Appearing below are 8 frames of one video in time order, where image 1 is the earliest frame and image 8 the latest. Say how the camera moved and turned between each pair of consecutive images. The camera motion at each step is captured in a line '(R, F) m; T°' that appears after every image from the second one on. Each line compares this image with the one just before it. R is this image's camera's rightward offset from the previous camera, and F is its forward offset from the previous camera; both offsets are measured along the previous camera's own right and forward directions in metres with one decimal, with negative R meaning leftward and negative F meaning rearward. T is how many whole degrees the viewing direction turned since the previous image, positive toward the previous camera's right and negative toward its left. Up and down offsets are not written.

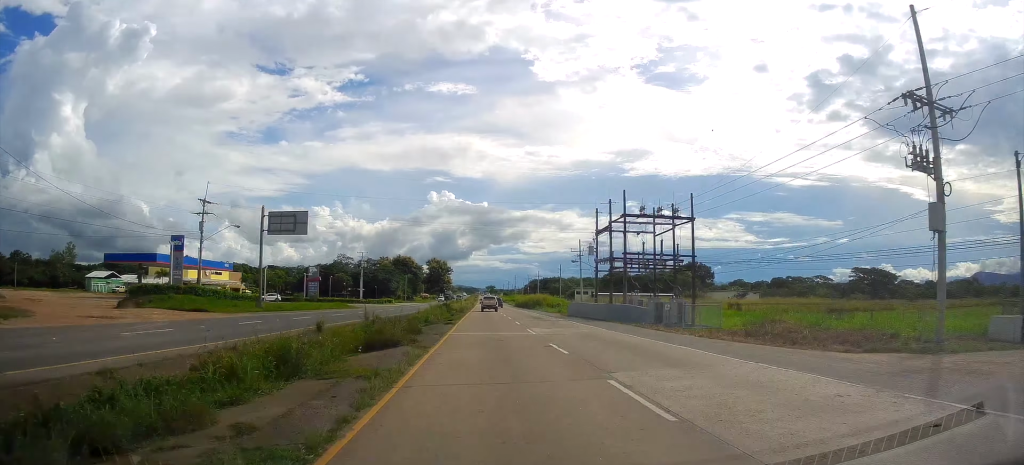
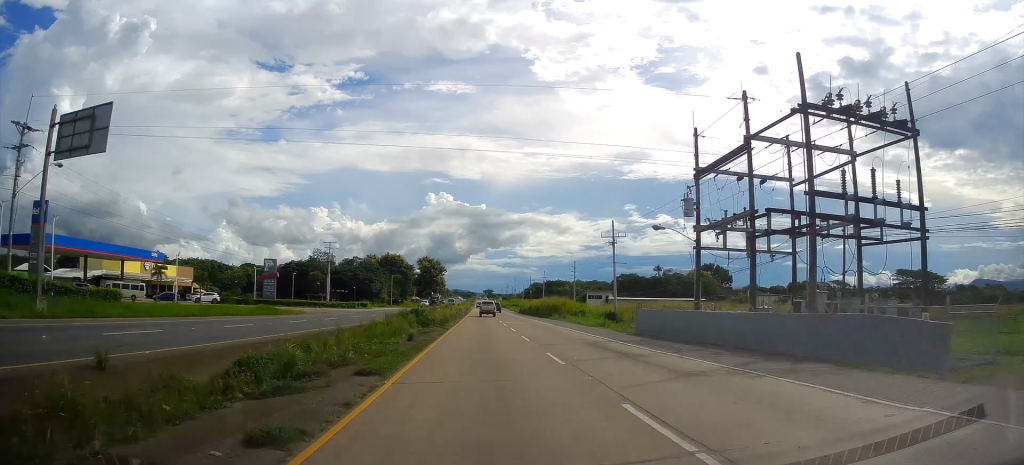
(+0.1, +26.5) m; 0°
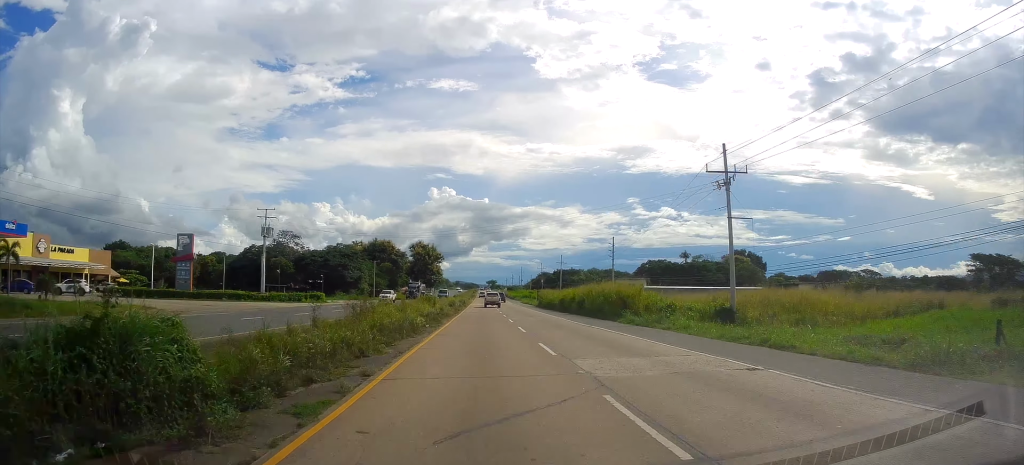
(0.0, +33.1) m; 0°
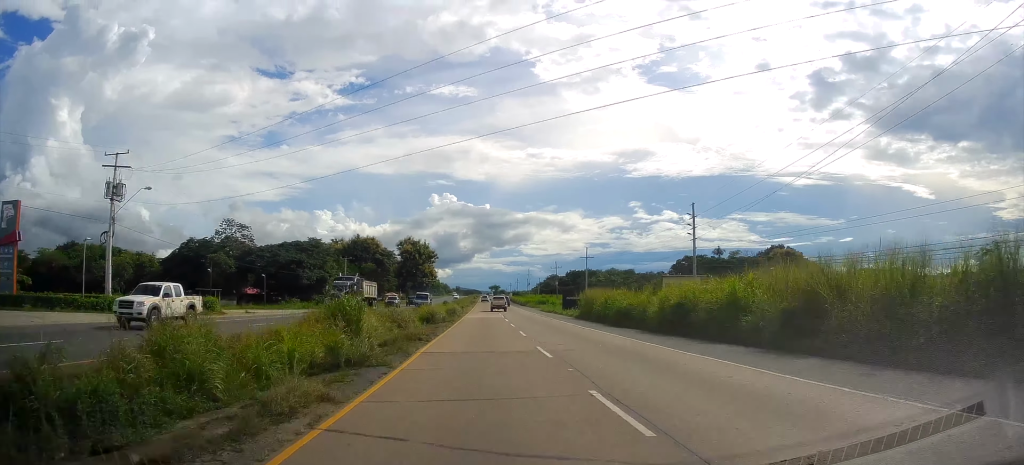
(-0.1, +33.3) m; 0°
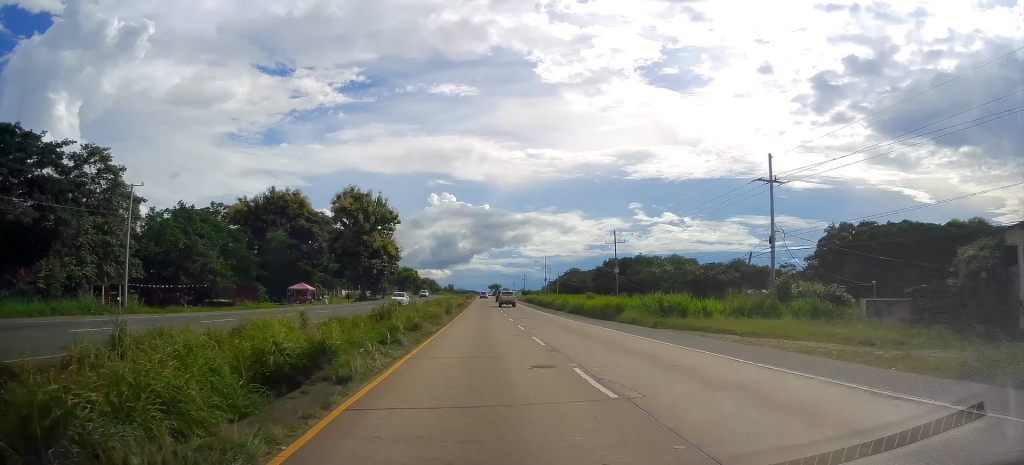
(-0.5, +73.3) m; 0°
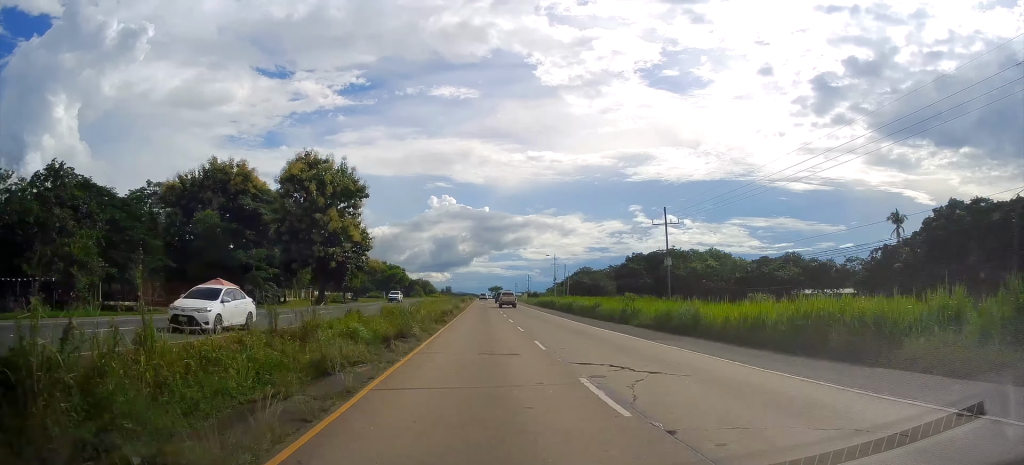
(+0.1, +25.1) m; 0°
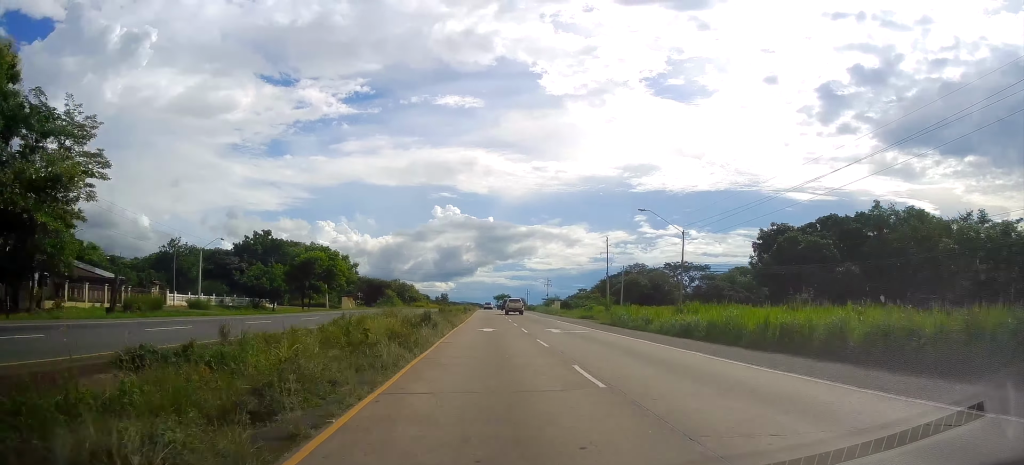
(+0.3, +64.8) m; 0°
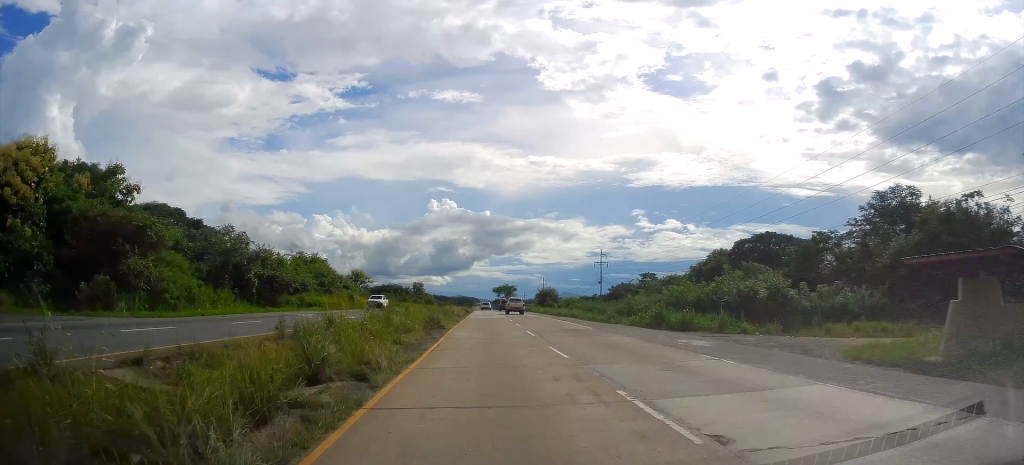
(0.0, +95.8) m; 0°
